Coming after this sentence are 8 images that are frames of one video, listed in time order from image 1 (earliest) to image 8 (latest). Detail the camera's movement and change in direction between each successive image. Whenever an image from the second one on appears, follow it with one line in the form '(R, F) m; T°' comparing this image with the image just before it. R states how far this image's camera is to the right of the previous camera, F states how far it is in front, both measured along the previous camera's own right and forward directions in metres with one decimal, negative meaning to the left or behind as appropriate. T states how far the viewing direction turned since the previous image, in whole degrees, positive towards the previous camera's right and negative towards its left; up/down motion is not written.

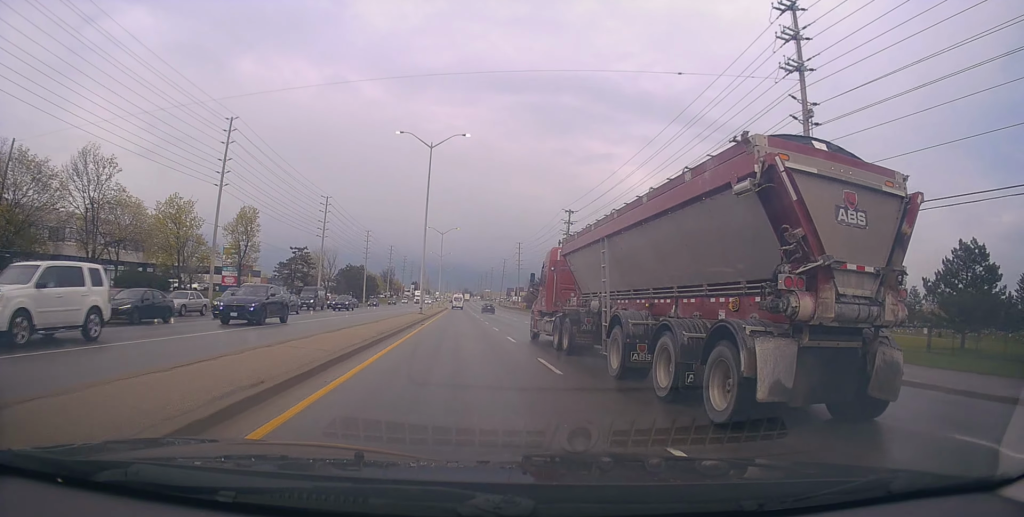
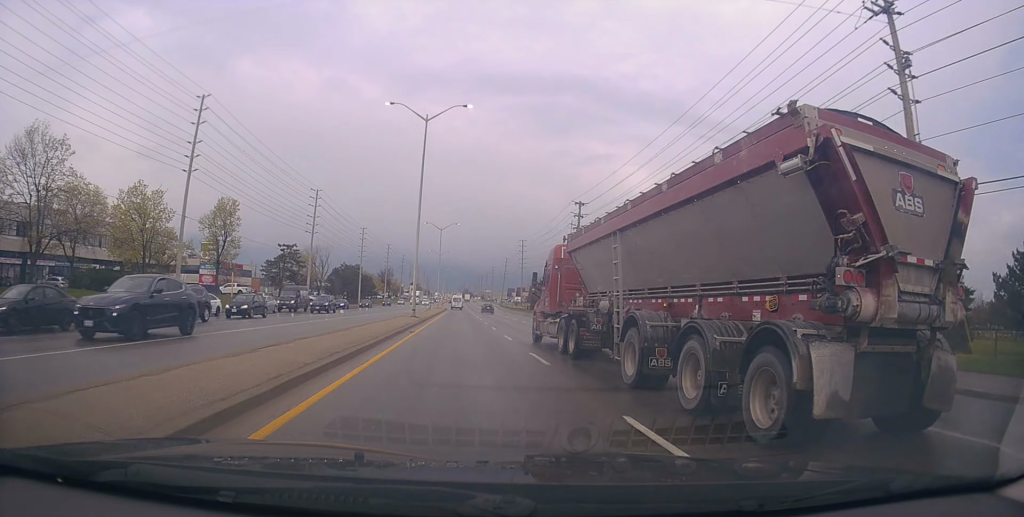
(+0.1, +7.3) m; -1°
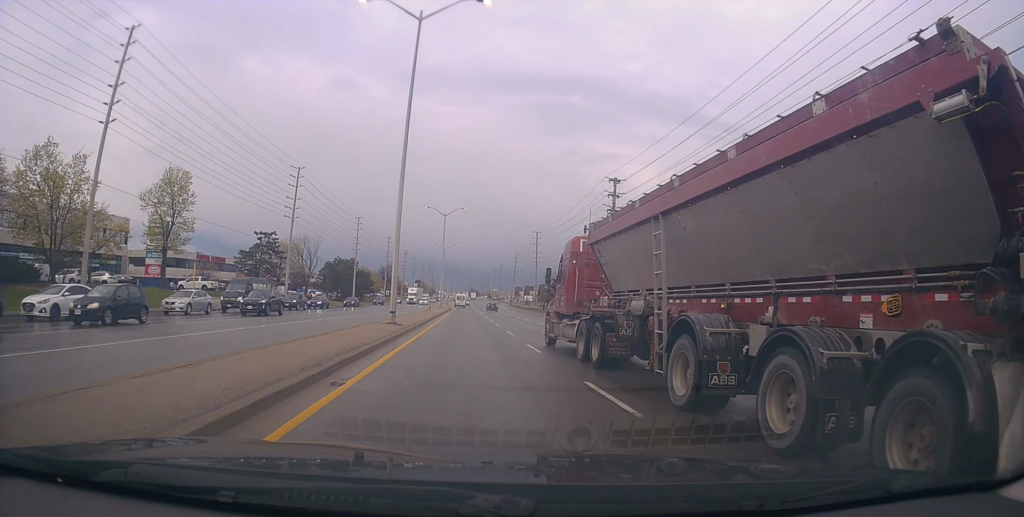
(-0.5, +14.6) m; -2°
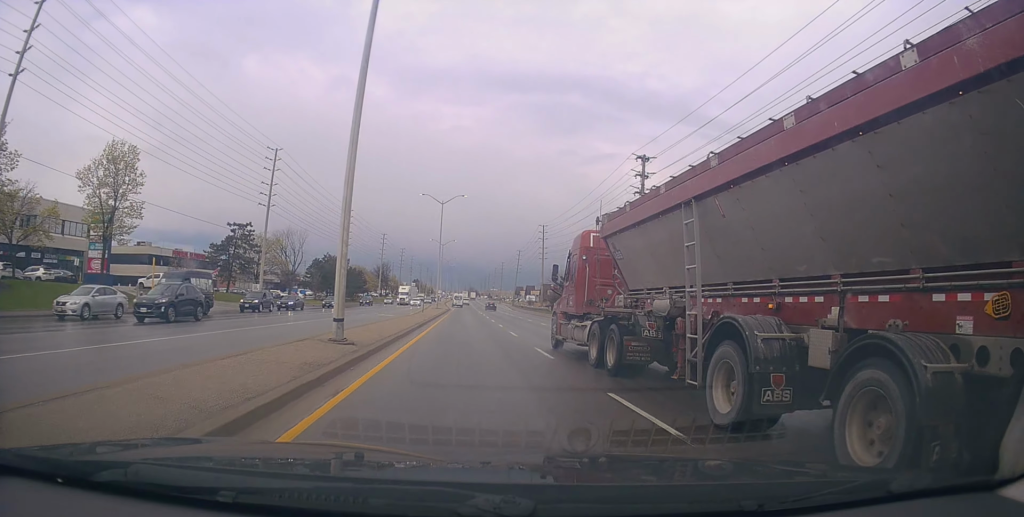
(0.0, +10.5) m; 0°
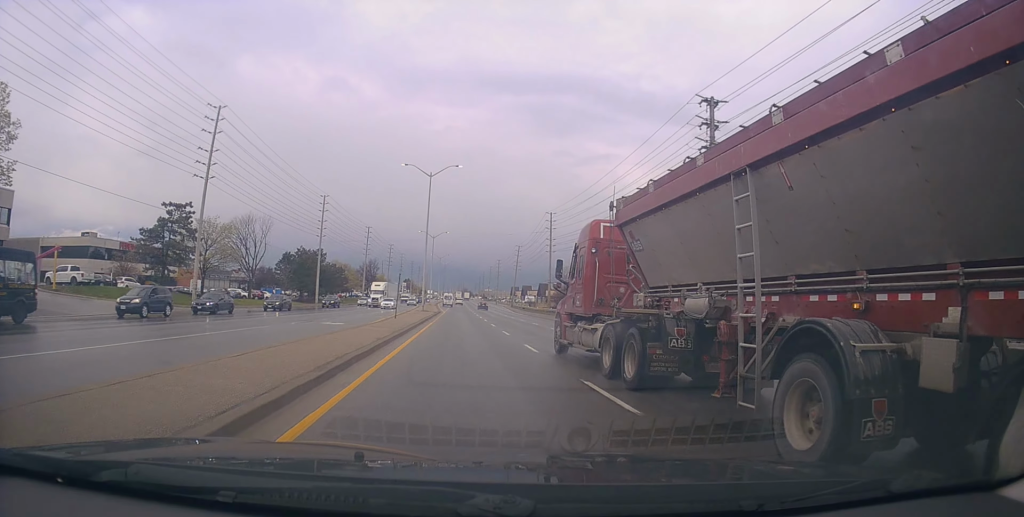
(0.0, +16.3) m; +1°
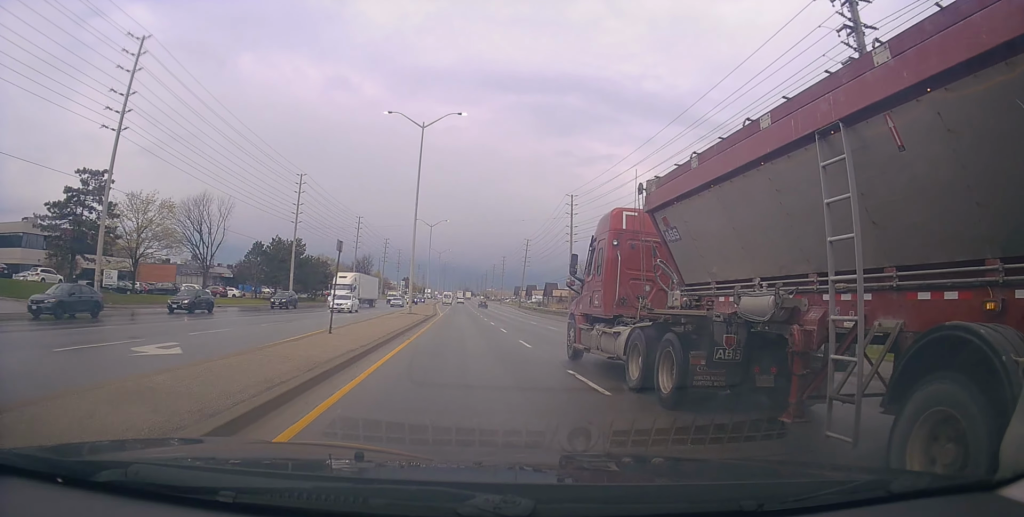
(+0.2, +16.2) m; +1°
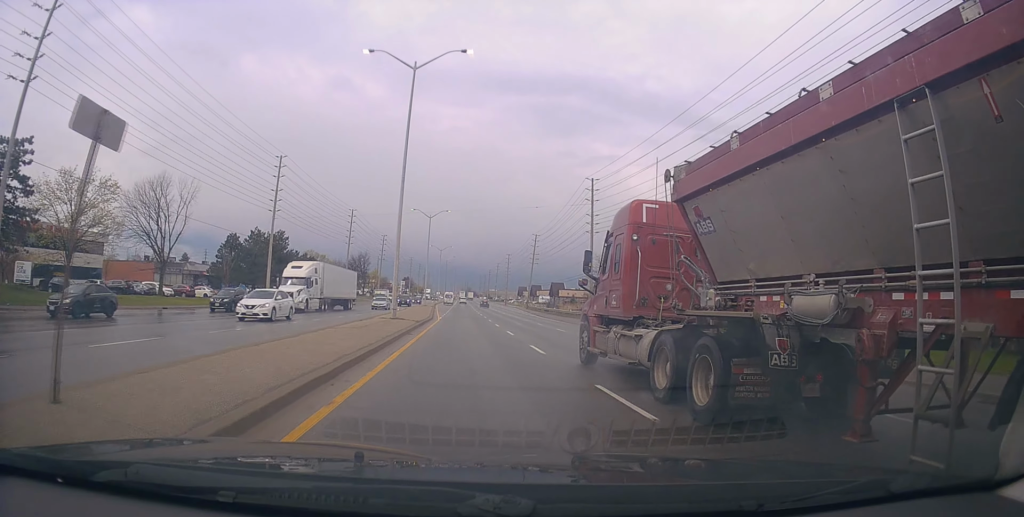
(+0.3, +11.3) m; 0°
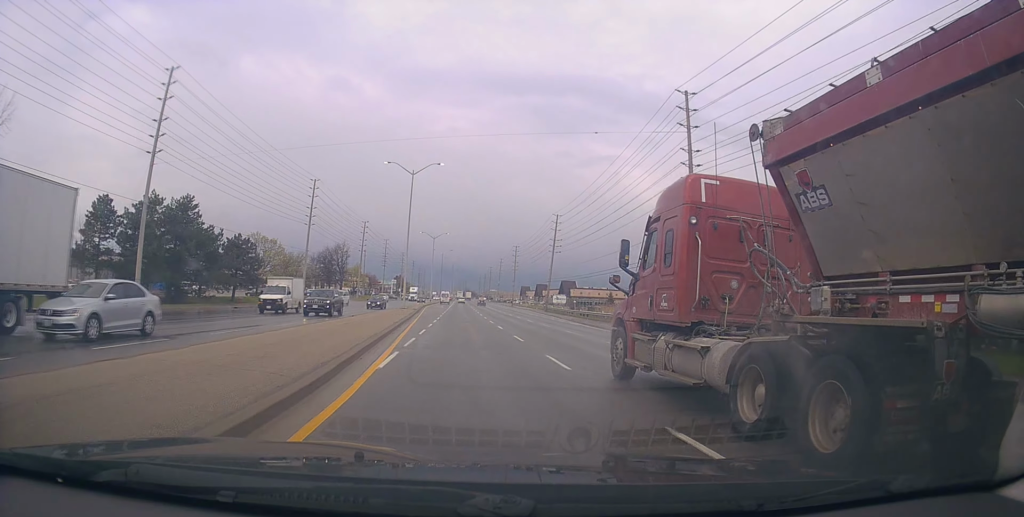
(-0.5, +30.0) m; 0°
